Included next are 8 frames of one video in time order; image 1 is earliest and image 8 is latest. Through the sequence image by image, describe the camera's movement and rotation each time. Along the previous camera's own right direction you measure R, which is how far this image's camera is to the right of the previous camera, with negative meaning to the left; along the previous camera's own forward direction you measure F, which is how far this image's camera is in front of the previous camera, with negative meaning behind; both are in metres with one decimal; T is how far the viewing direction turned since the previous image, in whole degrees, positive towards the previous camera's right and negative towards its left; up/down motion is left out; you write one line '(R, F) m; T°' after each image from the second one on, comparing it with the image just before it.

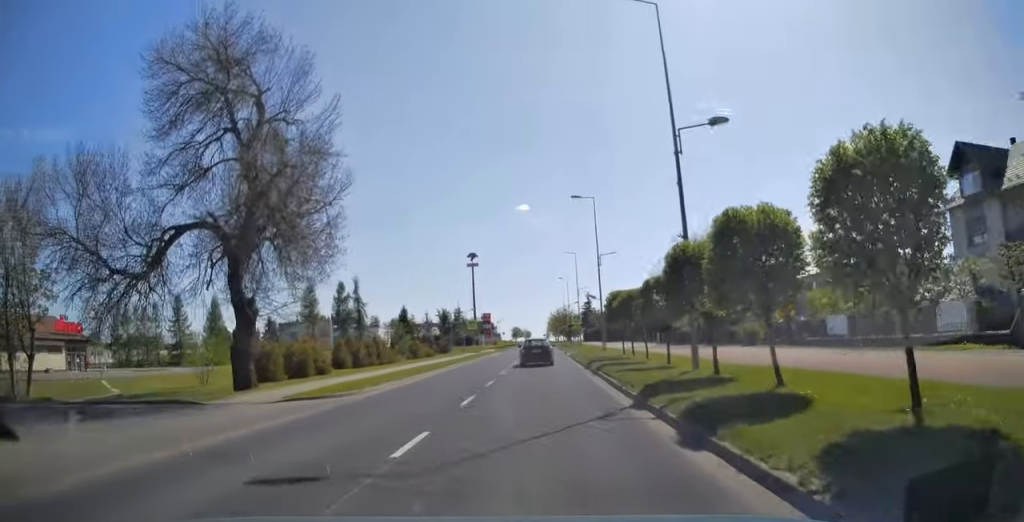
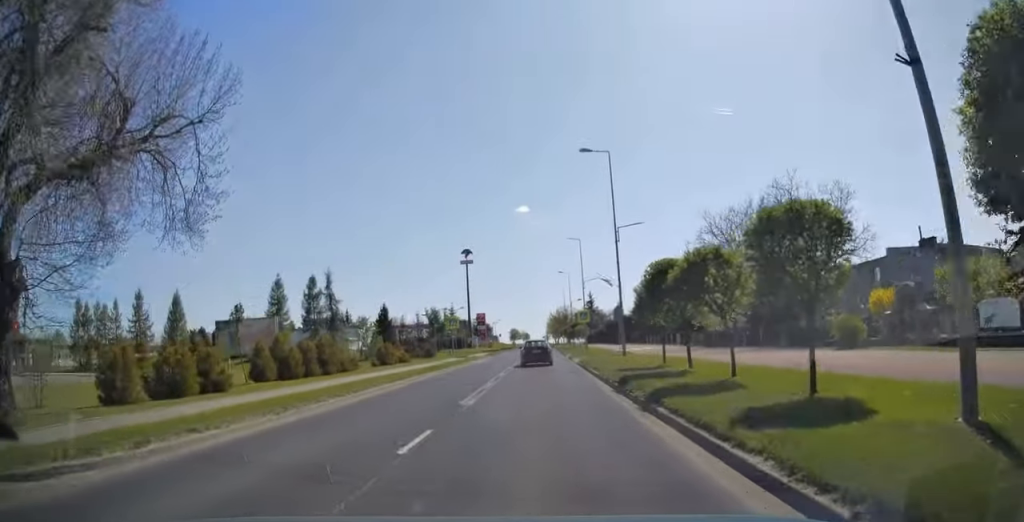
(0.0, +11.6) m; 0°
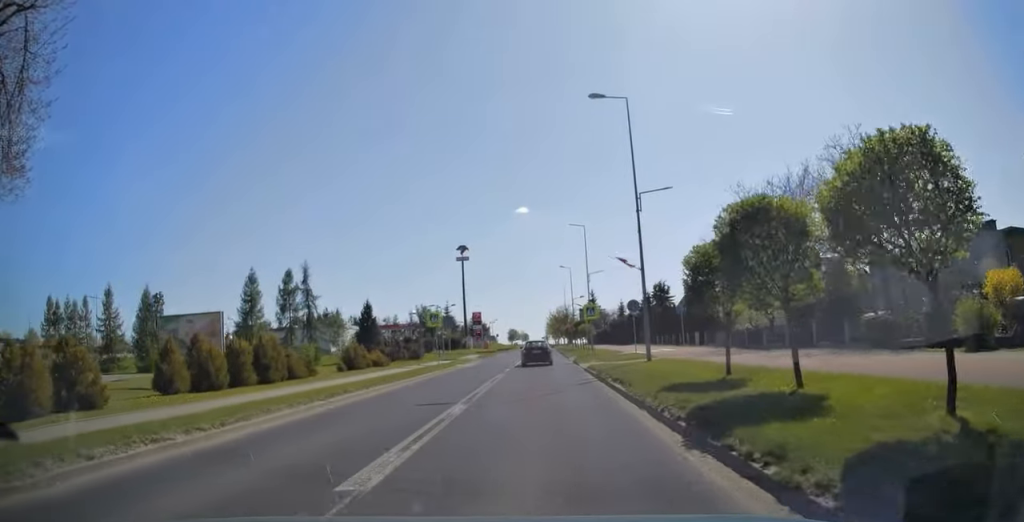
(-0.1, +7.8) m; 0°
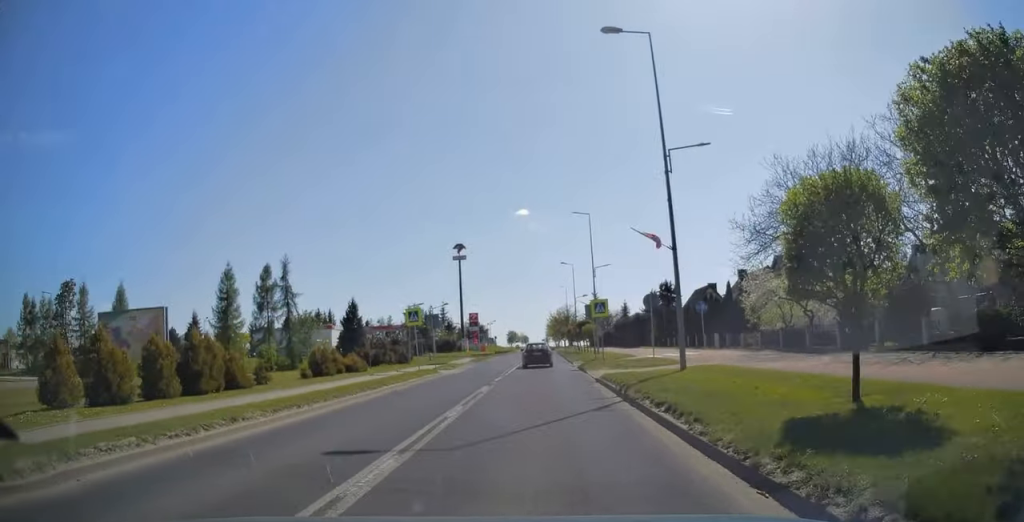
(0.0, +6.2) m; 0°
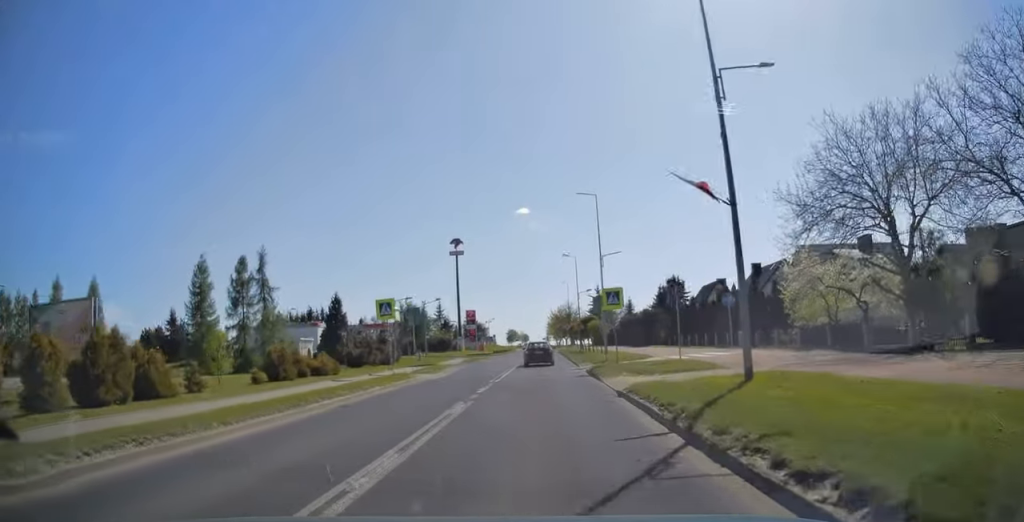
(+0.1, +6.0) m; 0°
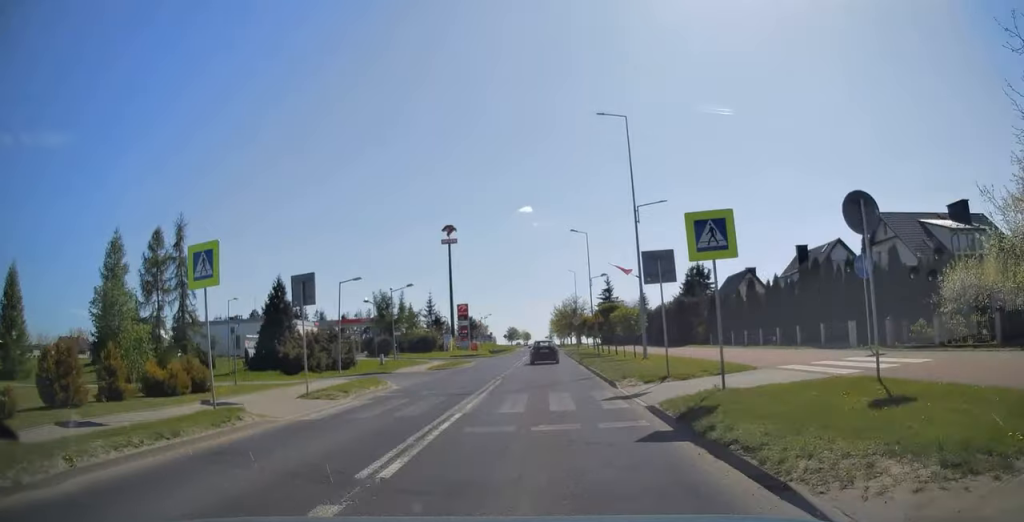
(-0.1, +15.4) m; 0°
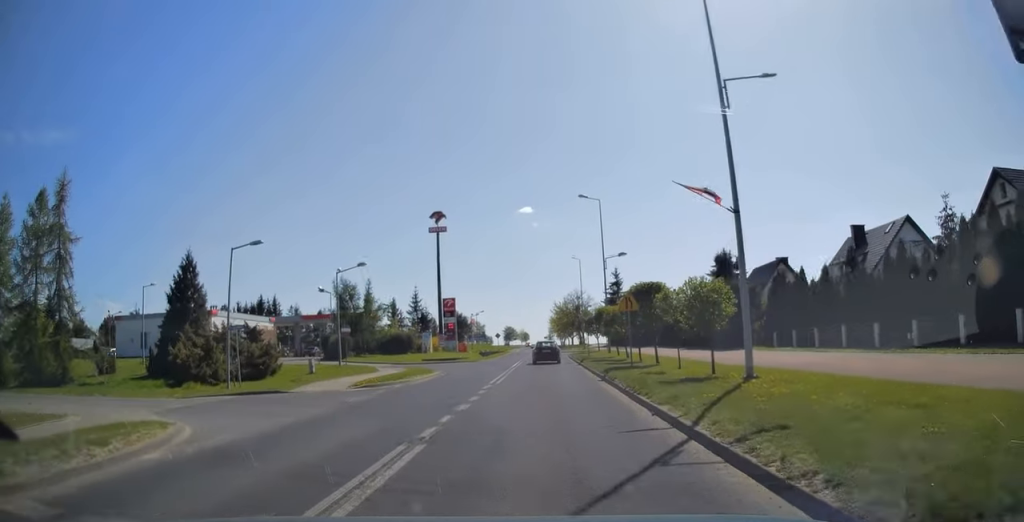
(0.0, +14.2) m; 0°
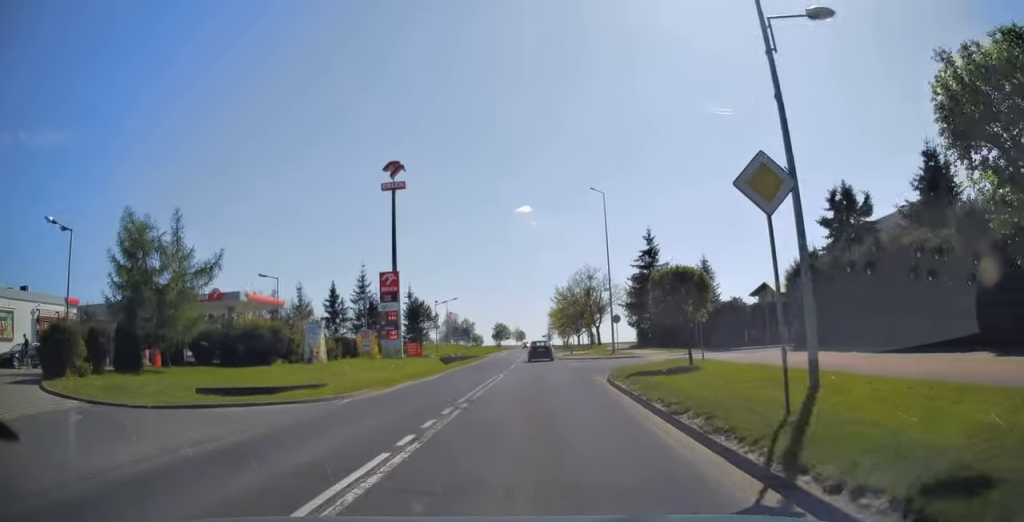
(+0.2, +33.7) m; 0°
